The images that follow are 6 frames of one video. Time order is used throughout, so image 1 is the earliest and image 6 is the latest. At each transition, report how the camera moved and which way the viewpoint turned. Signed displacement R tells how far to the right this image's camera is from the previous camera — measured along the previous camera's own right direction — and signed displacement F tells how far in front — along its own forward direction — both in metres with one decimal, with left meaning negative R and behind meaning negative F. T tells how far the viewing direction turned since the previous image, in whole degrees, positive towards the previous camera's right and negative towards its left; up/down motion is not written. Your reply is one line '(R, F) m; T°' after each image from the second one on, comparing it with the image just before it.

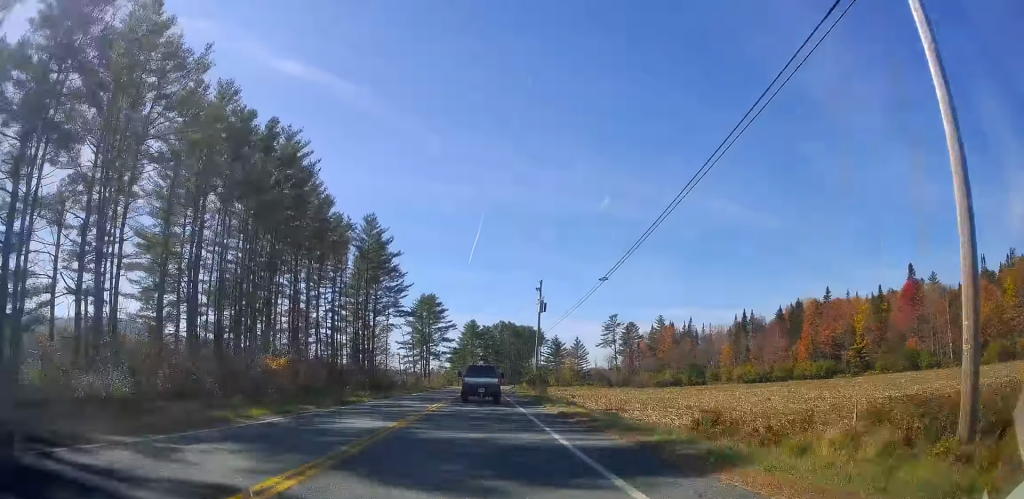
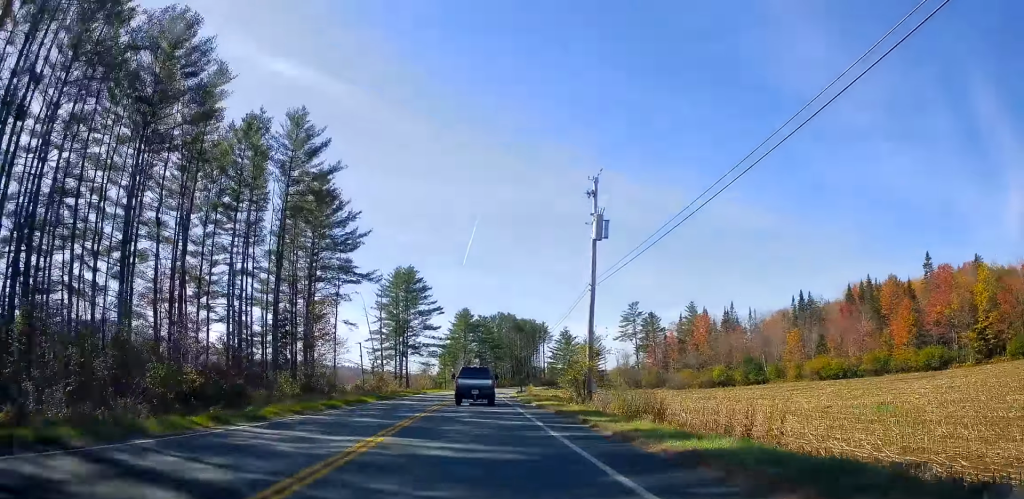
(+0.5, +36.7) m; +1°
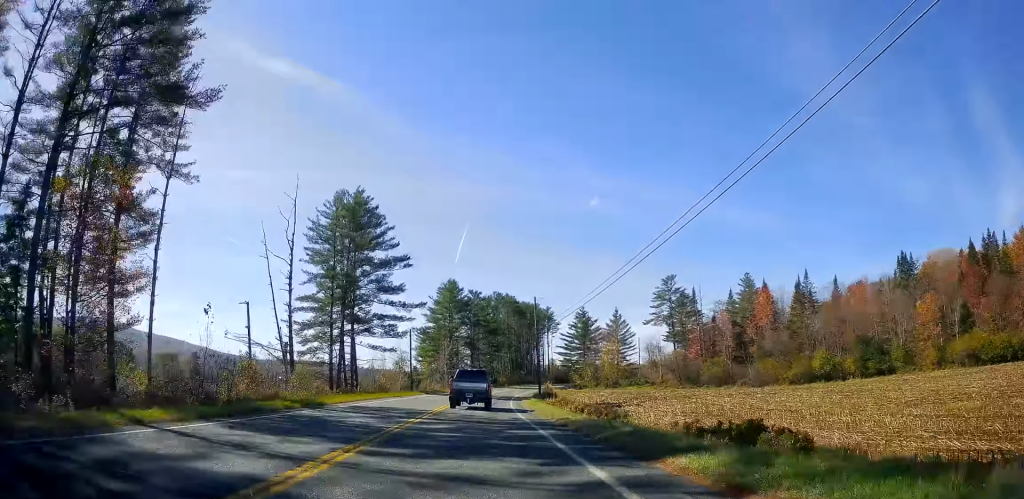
(-0.4, +41.7) m; -1°
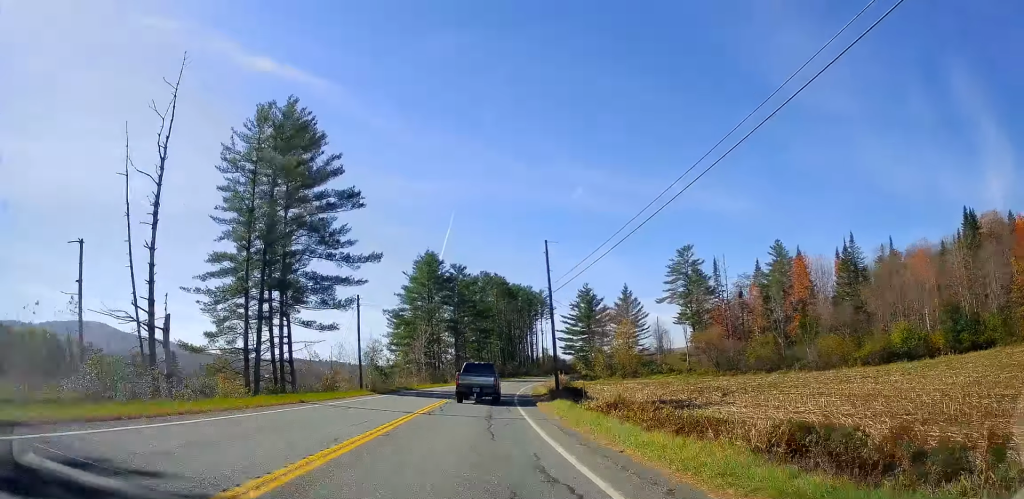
(0.0, +20.5) m; +1°
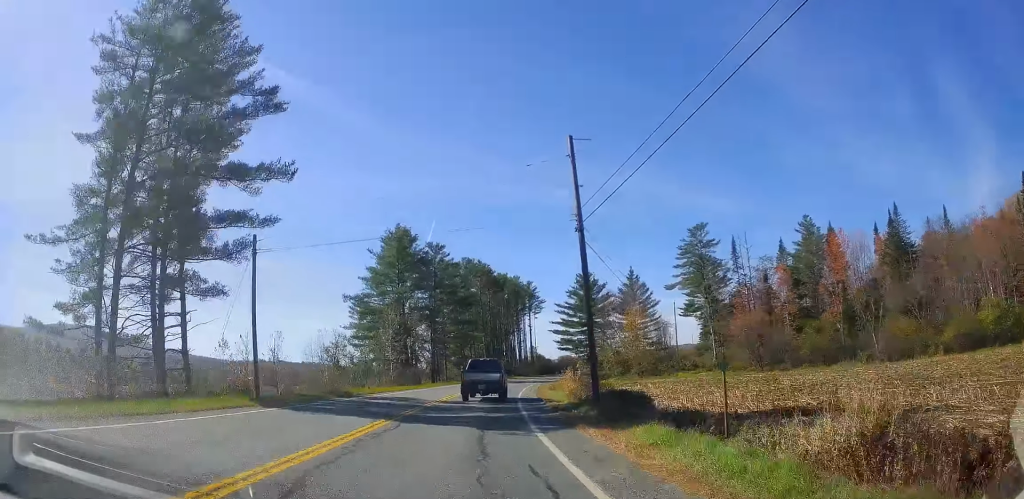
(+0.3, +16.6) m; +1°
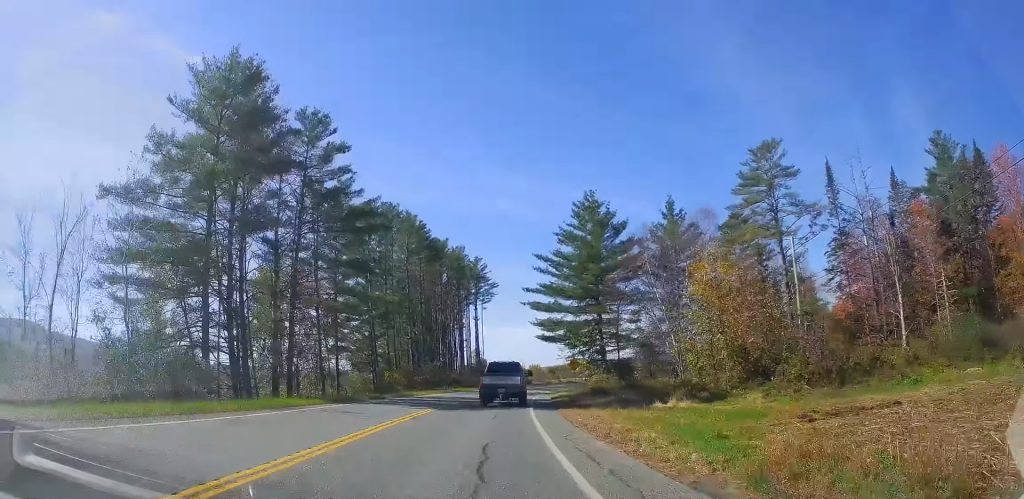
(+1.3, +44.9) m; +3°
